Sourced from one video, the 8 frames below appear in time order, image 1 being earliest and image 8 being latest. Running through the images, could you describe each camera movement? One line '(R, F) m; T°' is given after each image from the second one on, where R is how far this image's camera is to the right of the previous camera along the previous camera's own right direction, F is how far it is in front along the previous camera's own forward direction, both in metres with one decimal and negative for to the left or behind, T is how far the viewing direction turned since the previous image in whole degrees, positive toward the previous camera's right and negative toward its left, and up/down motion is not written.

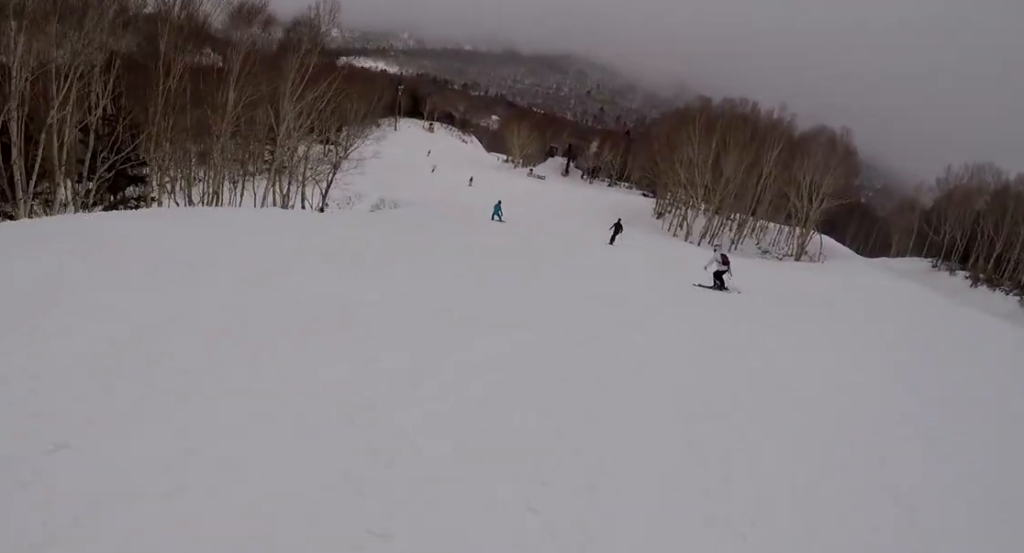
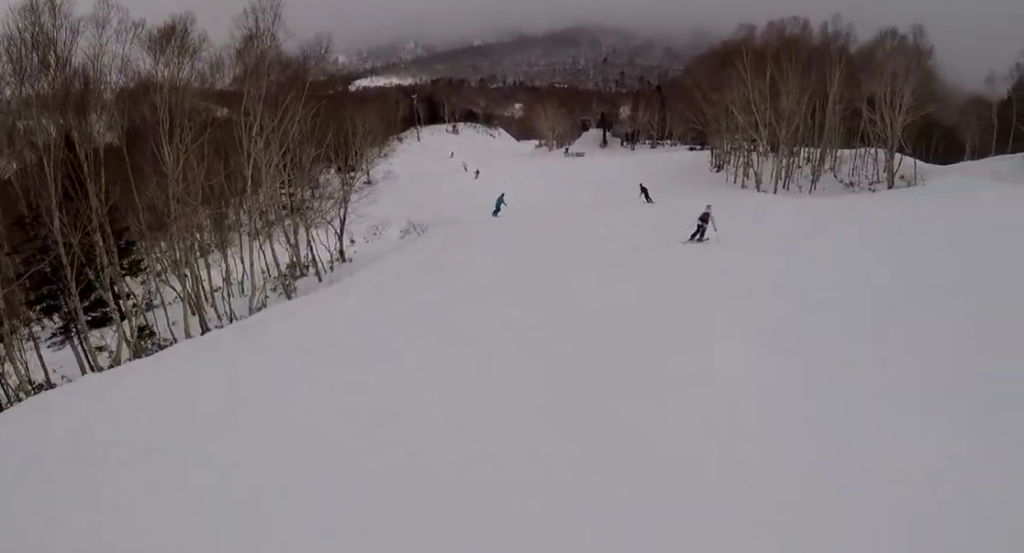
(+0.3, +9.1) m; +1°
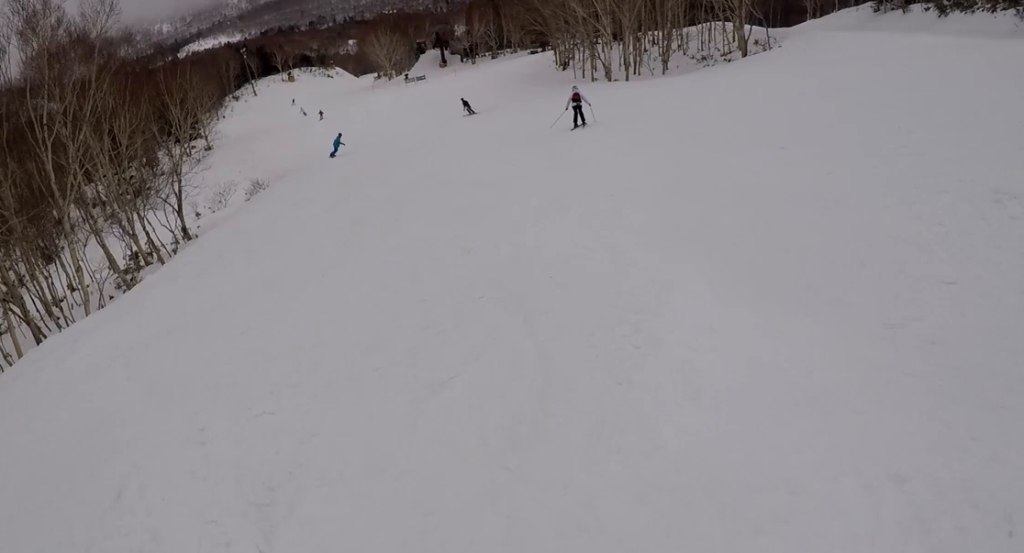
(0.0, +2.8) m; -1°
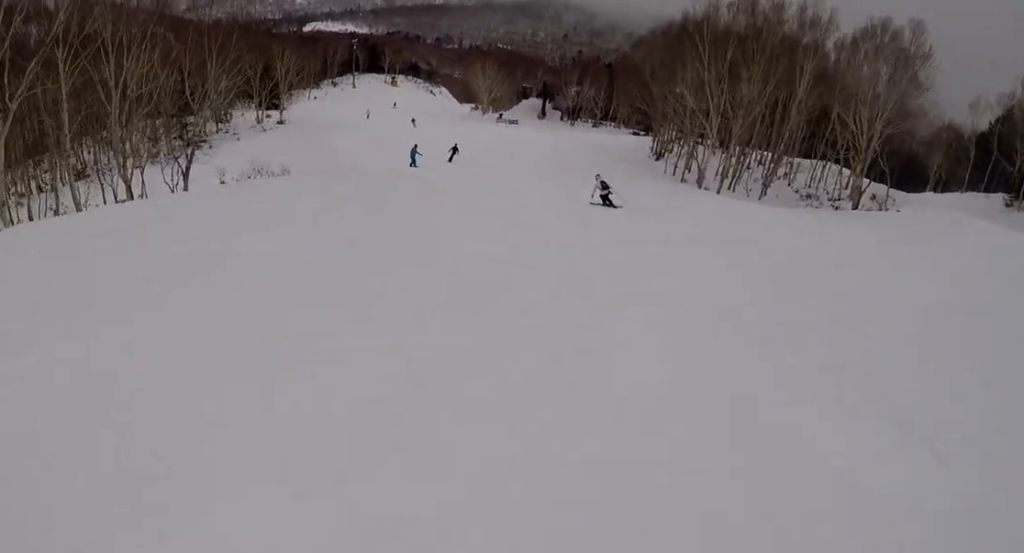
(-0.1, +6.6) m; -15°
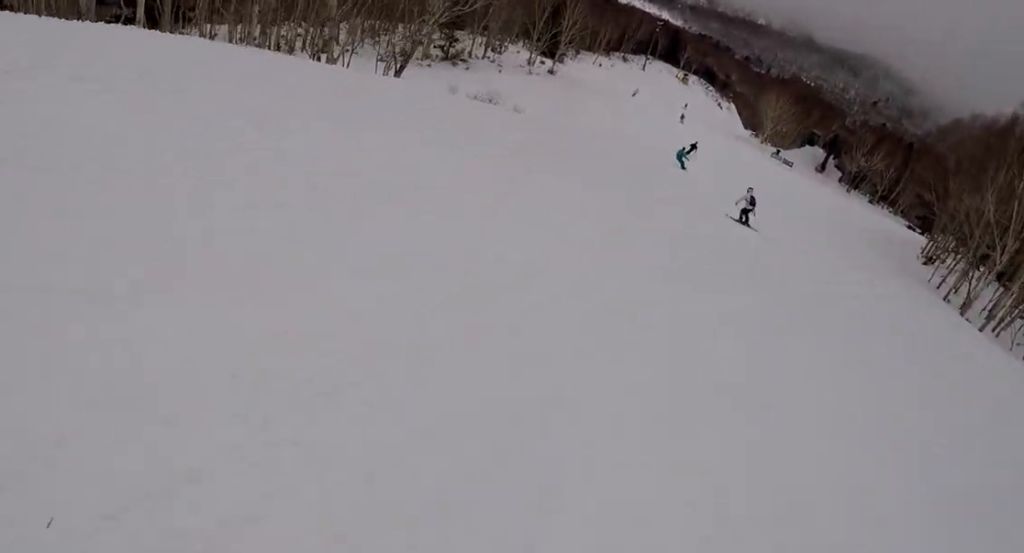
(-1.2, +5.3) m; -4°
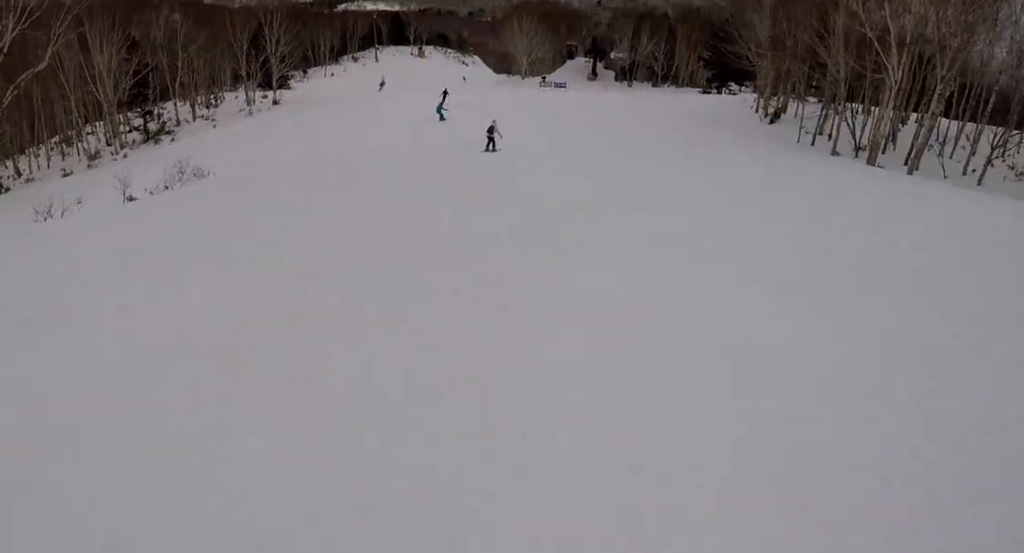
(0.0, +14.4) m; -7°
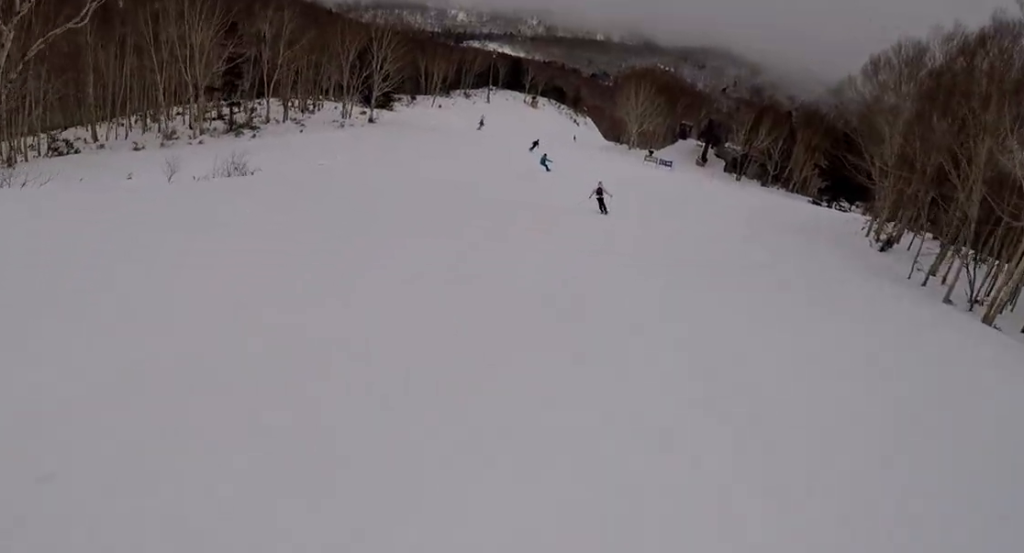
(-0.1, +3.2) m; +1°
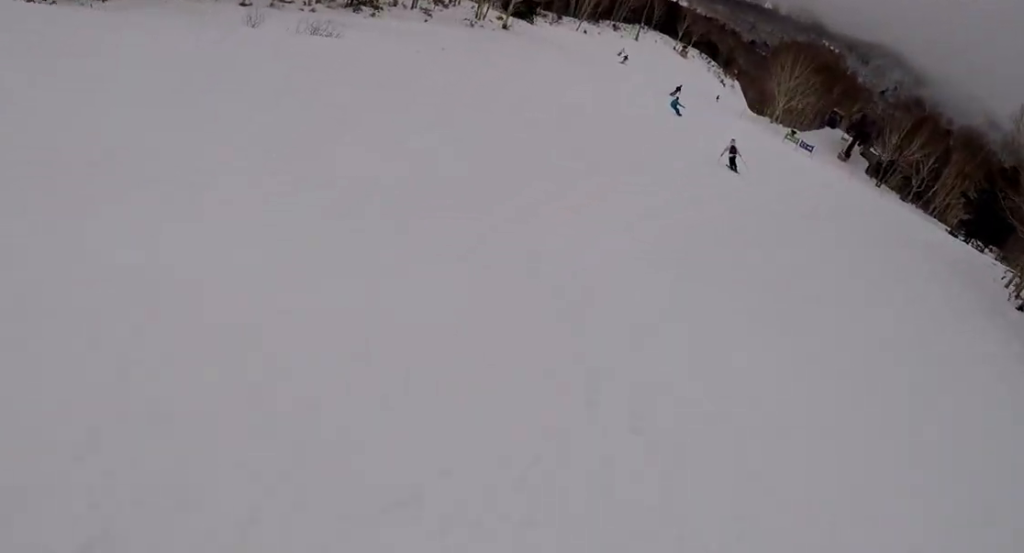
(-0.2, +3.4) m; +4°
